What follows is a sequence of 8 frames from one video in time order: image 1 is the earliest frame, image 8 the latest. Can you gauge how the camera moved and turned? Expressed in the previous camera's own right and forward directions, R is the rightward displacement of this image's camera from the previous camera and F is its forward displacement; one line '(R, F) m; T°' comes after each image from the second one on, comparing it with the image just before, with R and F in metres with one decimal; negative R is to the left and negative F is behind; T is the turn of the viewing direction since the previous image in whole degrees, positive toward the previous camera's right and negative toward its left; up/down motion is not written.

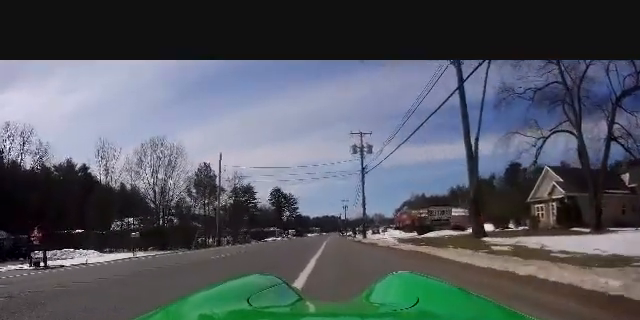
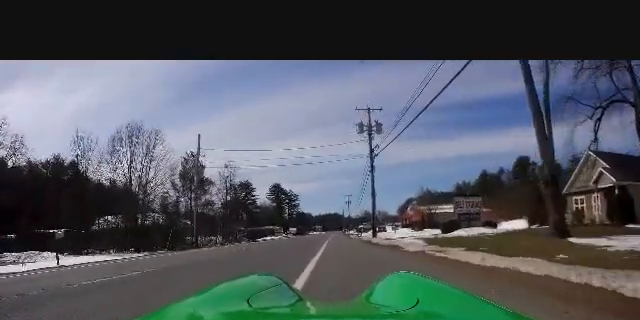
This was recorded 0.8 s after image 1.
(+0.1, +7.0) m; +1°
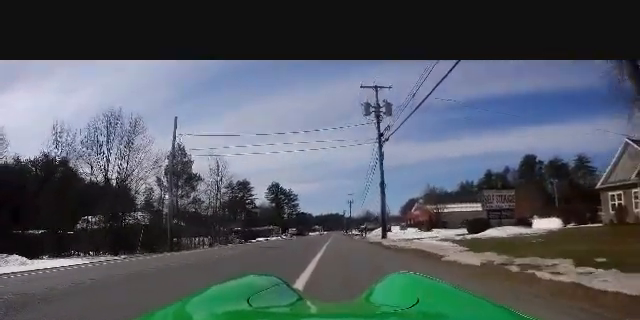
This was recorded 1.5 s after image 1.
(+0.1, +5.4) m; -1°
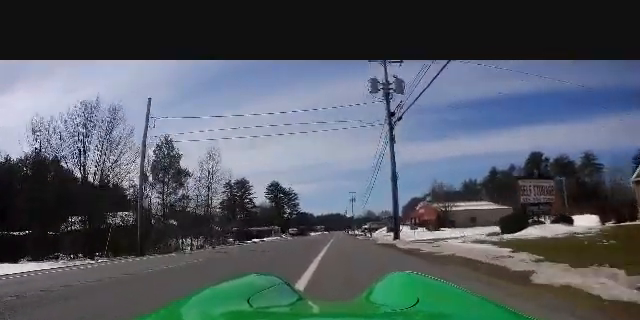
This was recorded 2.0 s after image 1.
(-0.1, +4.6) m; -1°
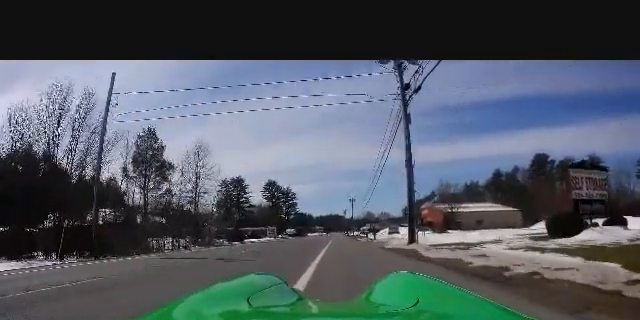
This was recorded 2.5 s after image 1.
(-0.1, +4.6) m; -1°
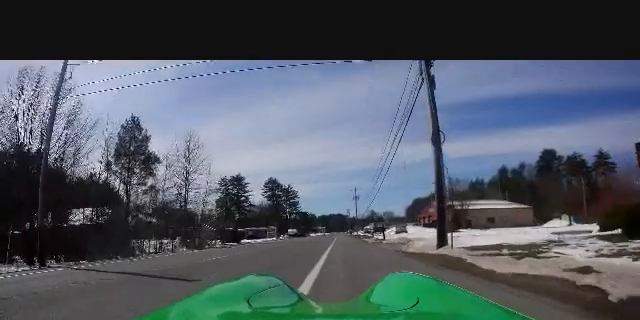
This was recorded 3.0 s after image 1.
(0.0, +4.4) m; 0°
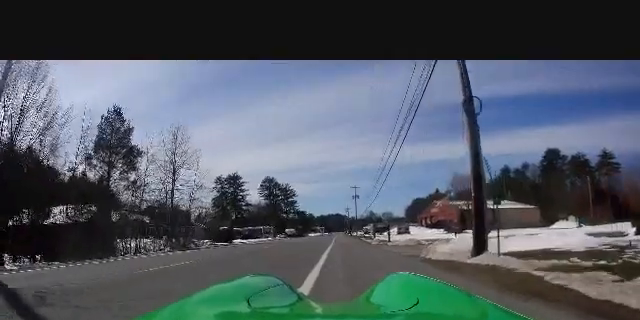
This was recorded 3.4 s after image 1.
(0.0, +3.5) m; 0°
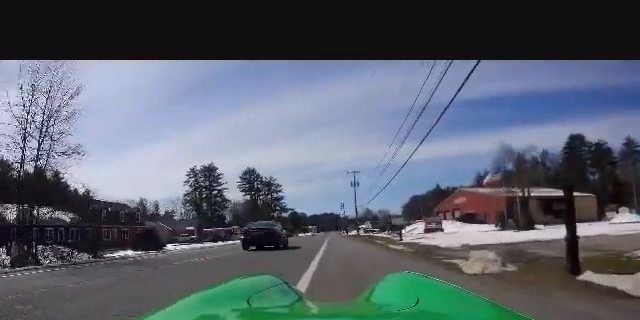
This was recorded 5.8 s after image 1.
(-0.1, +21.0) m; 0°
